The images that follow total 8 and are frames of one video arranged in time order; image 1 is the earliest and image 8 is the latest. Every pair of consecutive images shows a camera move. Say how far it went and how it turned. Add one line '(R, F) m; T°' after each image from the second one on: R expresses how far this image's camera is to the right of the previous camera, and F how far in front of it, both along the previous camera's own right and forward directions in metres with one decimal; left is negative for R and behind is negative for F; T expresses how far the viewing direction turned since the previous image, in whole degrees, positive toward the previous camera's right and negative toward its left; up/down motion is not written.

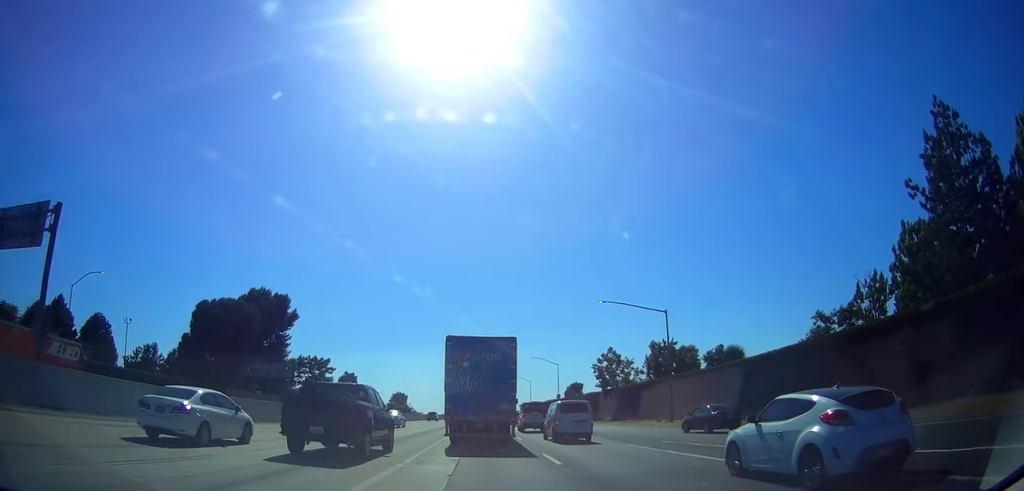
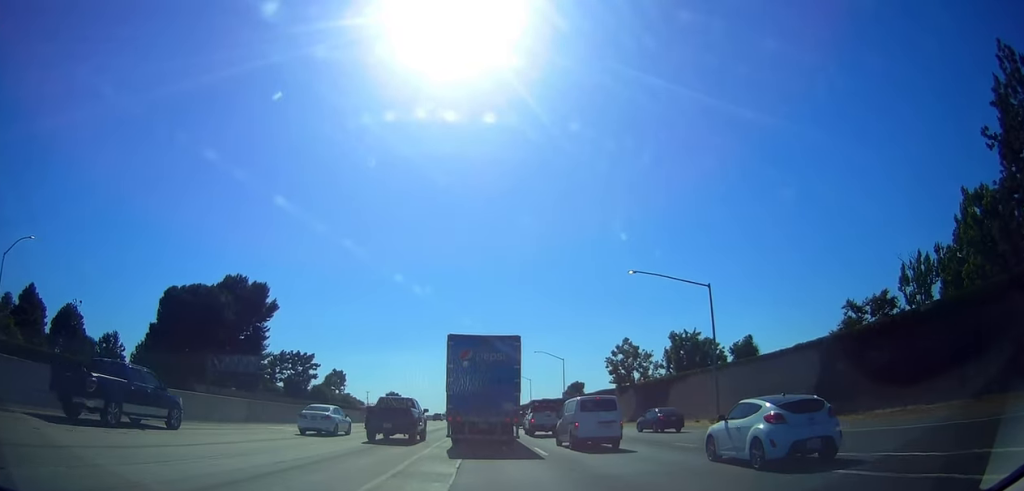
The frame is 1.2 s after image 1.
(-0.1, +12.1) m; -1°
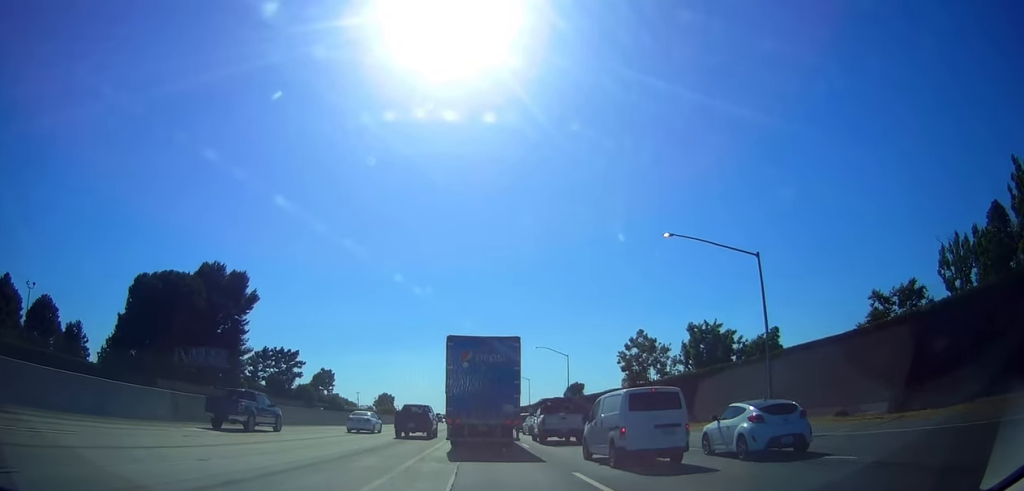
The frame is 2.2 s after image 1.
(0.0, +9.4) m; 0°
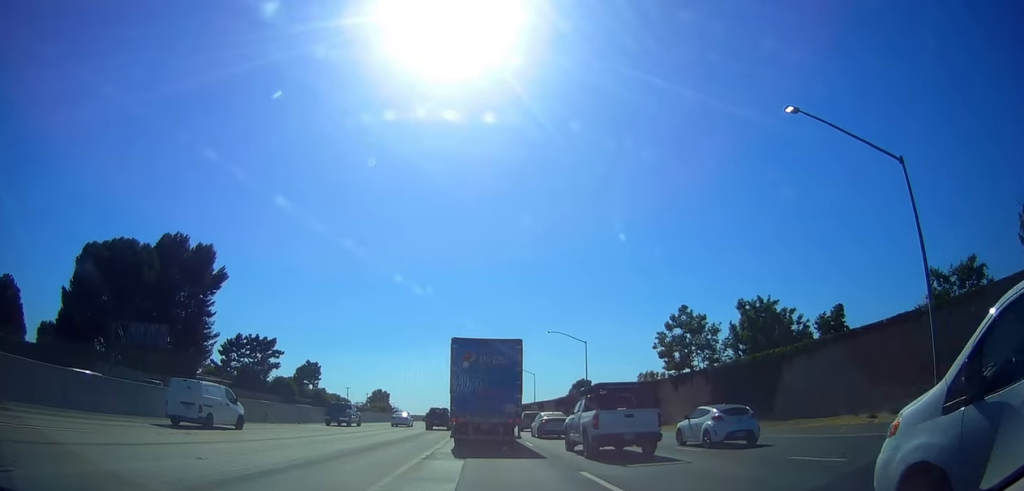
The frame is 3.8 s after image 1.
(-0.2, +15.3) m; -1°
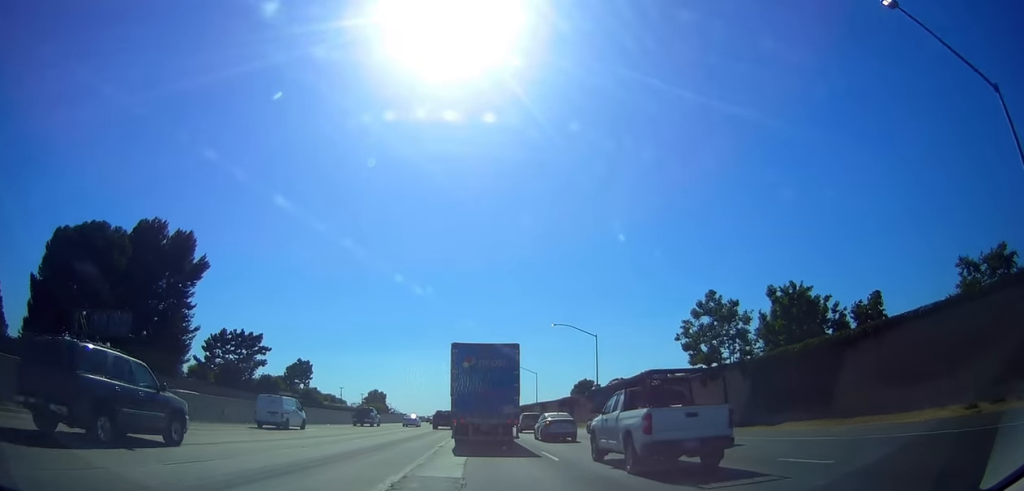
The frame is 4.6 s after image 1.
(-0.2, +7.2) m; +3°
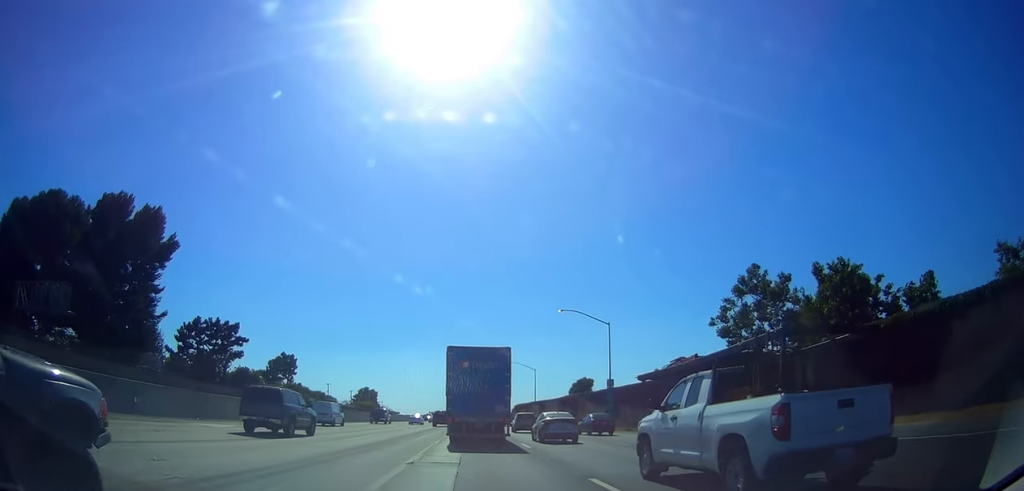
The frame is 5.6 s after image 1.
(+0.7, +8.8) m; 0°
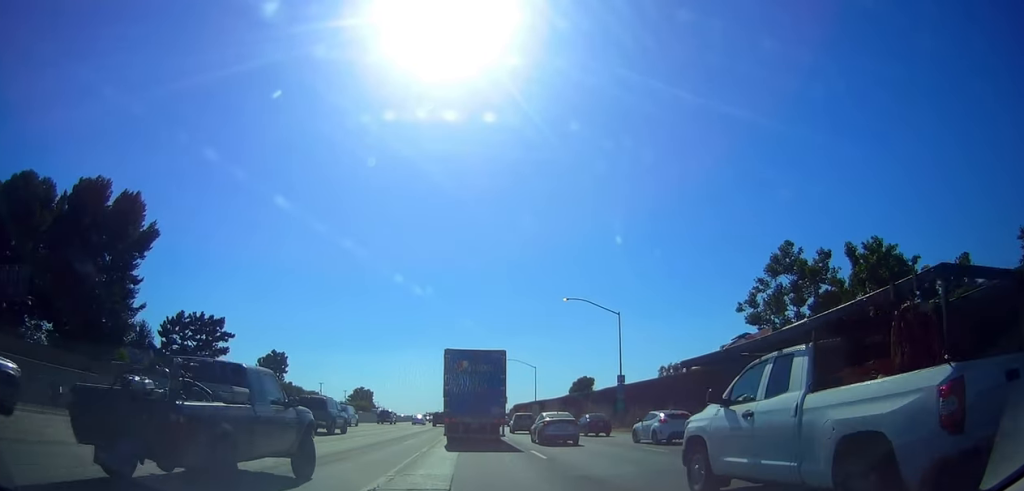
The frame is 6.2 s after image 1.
(-0.4, +4.8) m; 0°
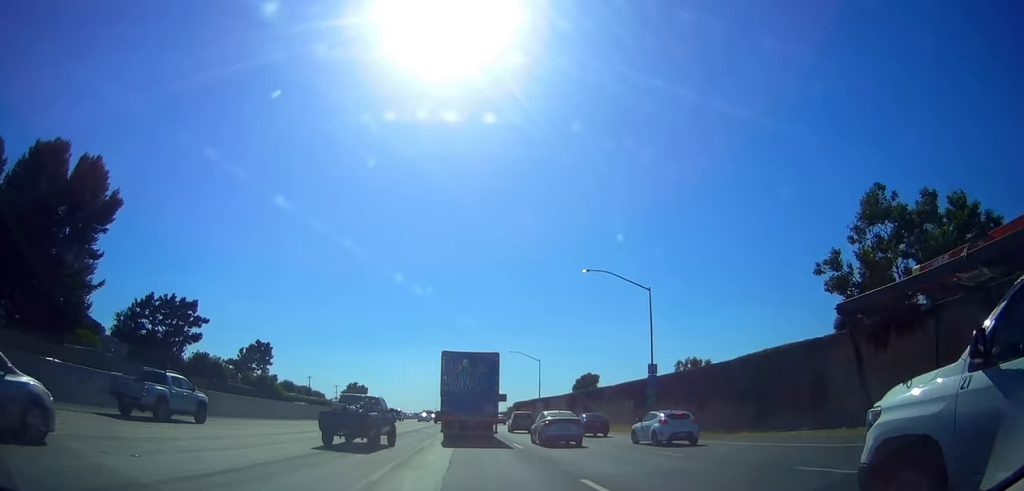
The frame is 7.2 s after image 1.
(+0.3, +9.1) m; 0°
